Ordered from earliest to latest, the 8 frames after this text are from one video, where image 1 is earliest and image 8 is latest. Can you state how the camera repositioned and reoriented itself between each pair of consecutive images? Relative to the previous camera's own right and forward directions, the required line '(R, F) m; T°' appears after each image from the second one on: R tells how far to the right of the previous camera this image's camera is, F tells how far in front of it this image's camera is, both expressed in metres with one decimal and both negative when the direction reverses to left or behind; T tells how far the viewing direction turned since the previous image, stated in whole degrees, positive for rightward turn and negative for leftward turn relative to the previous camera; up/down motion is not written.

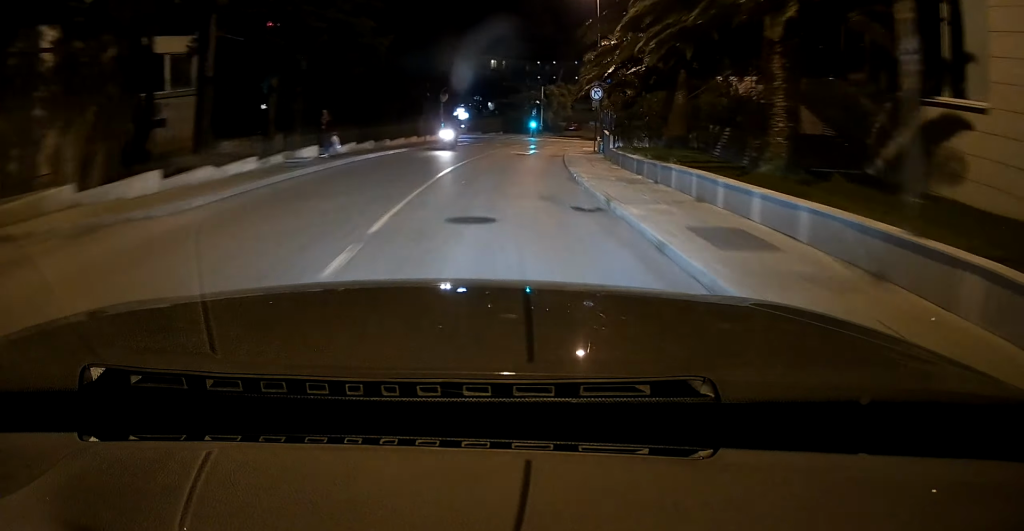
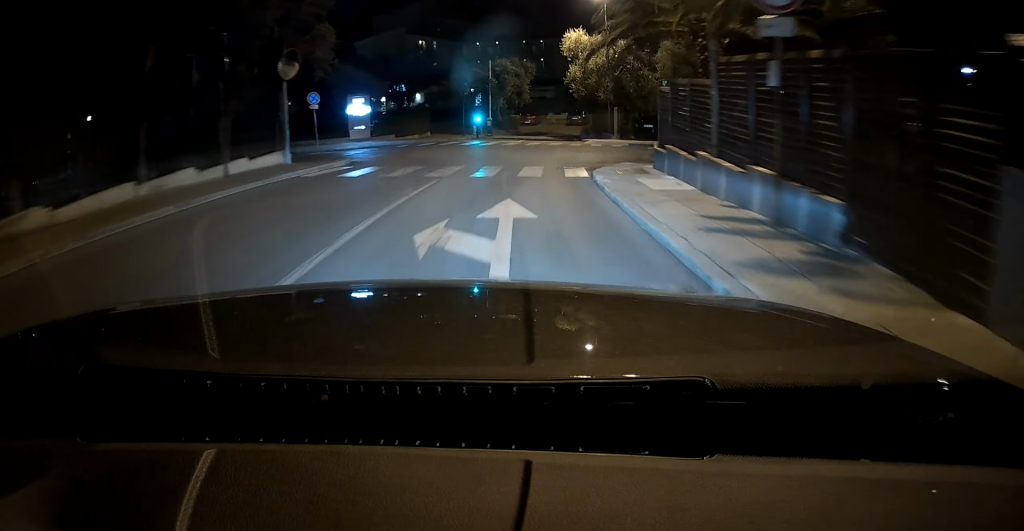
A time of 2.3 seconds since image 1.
(+1.6, +18.7) m; +5°
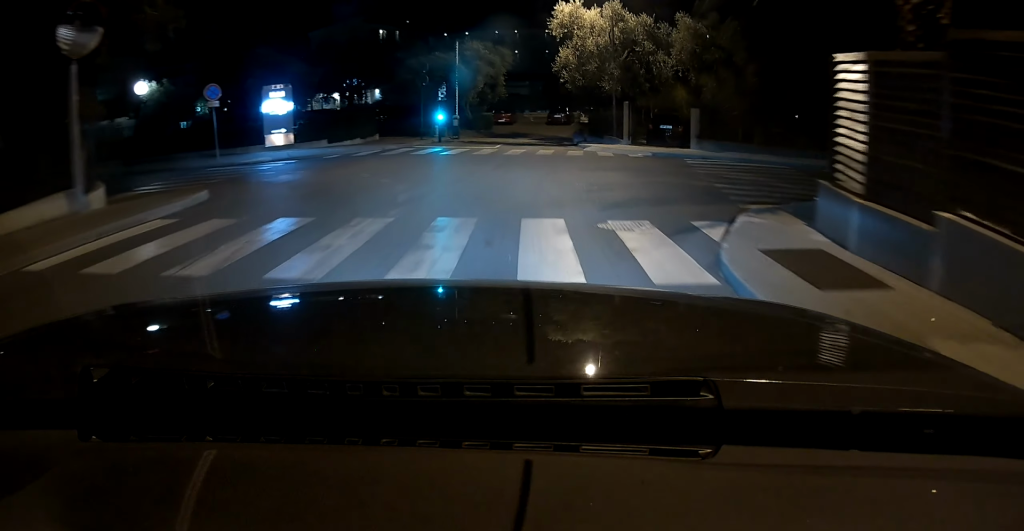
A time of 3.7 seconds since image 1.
(+0.2, +8.9) m; -3°
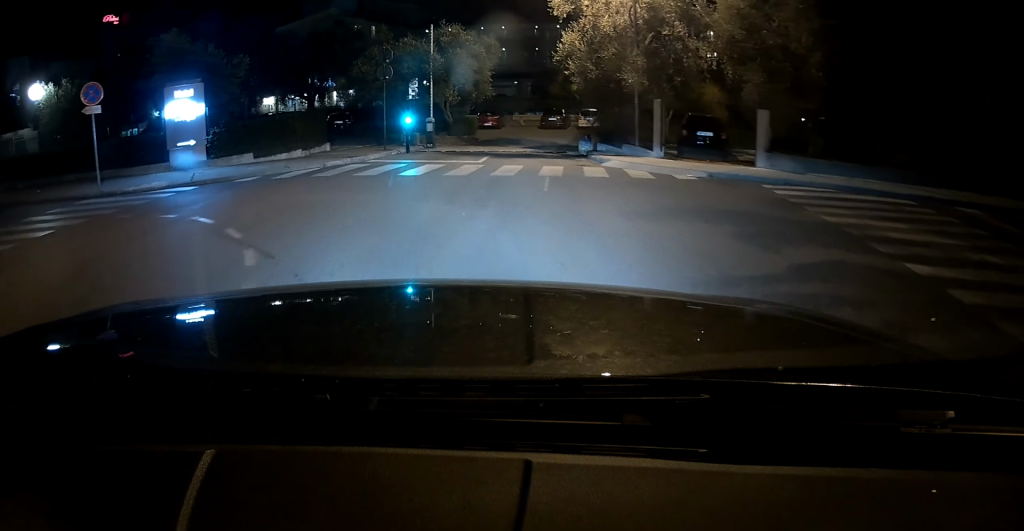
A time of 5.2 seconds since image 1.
(-0.5, +8.0) m; -17°
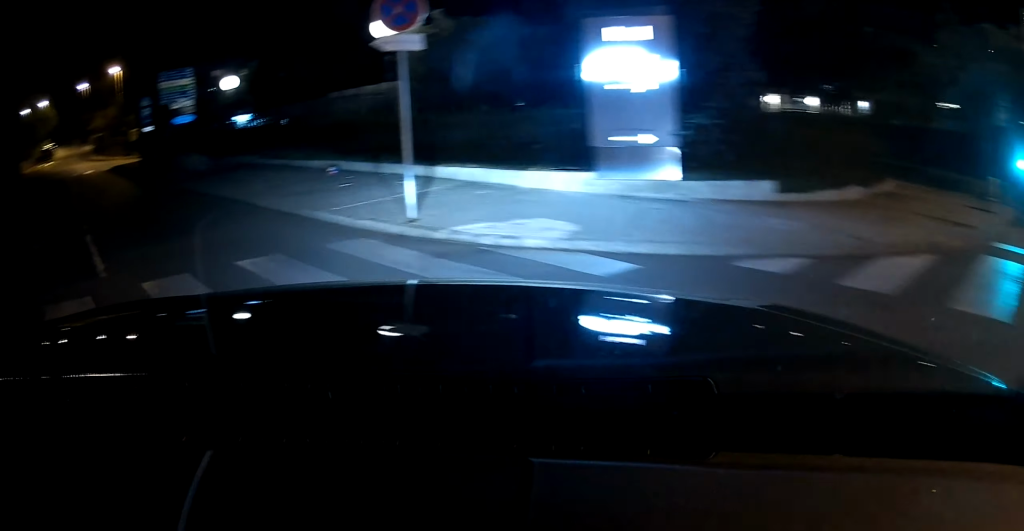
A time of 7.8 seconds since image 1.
(-4.6, +11.6) m; -43°
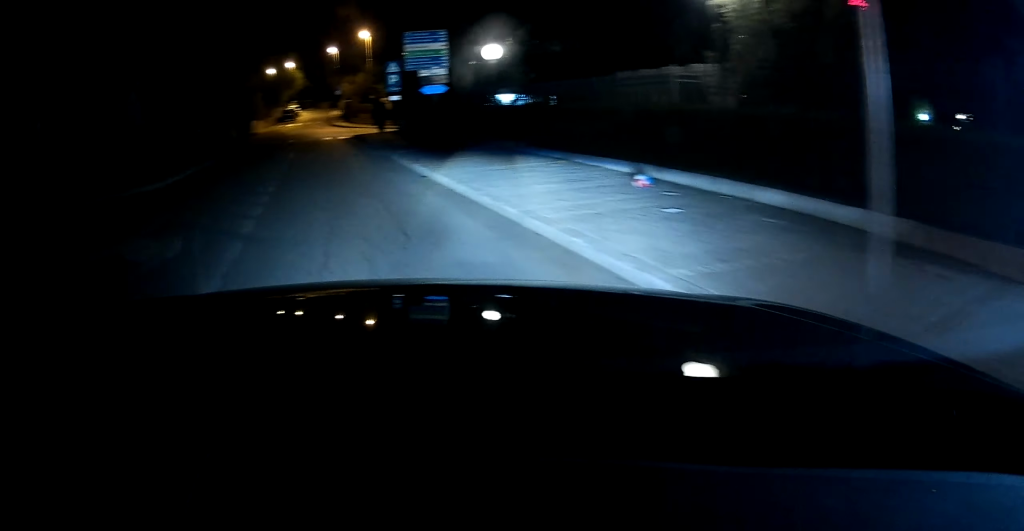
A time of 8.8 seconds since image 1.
(-0.7, +5.1) m; -8°
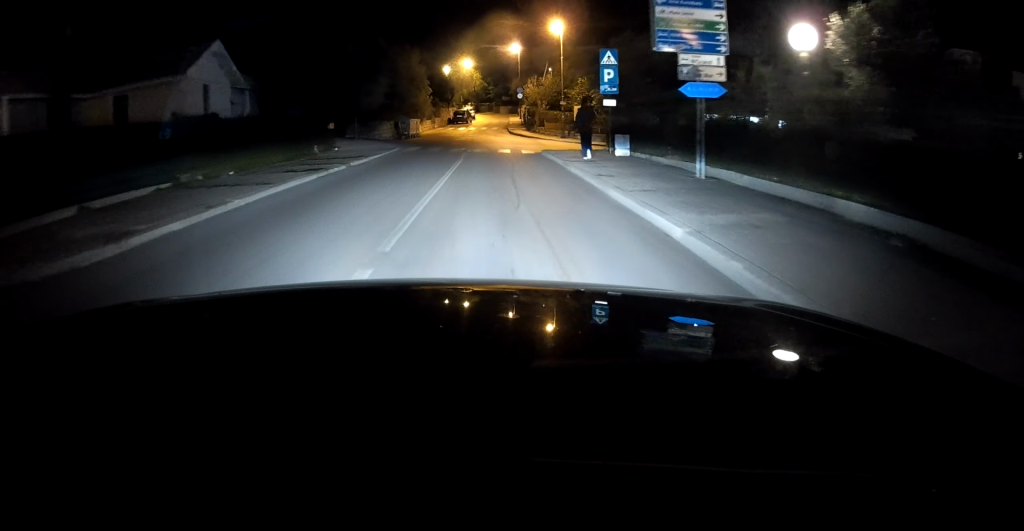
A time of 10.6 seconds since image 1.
(-1.1, +10.6) m; -6°
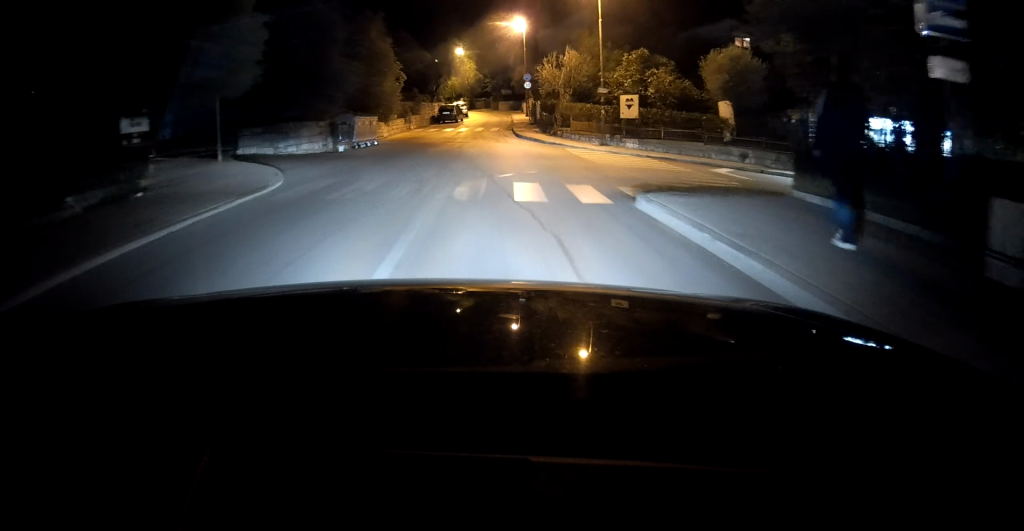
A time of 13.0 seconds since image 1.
(0.0, +15.7) m; +1°
